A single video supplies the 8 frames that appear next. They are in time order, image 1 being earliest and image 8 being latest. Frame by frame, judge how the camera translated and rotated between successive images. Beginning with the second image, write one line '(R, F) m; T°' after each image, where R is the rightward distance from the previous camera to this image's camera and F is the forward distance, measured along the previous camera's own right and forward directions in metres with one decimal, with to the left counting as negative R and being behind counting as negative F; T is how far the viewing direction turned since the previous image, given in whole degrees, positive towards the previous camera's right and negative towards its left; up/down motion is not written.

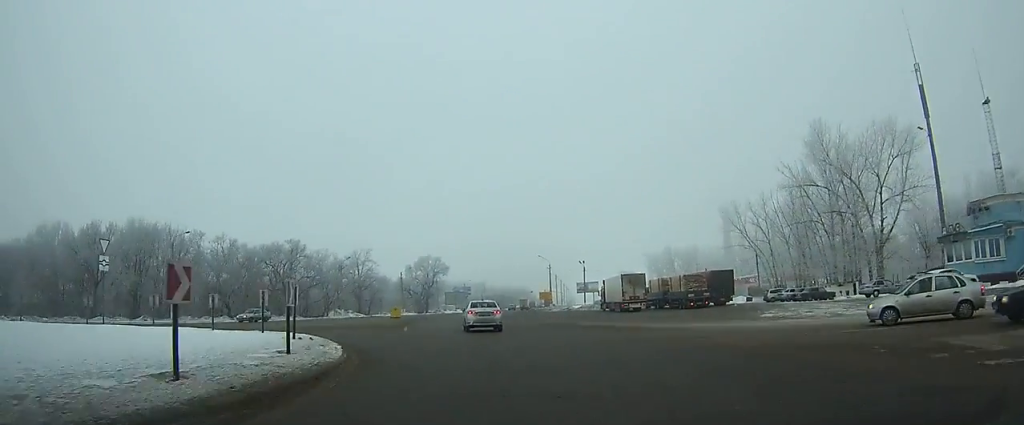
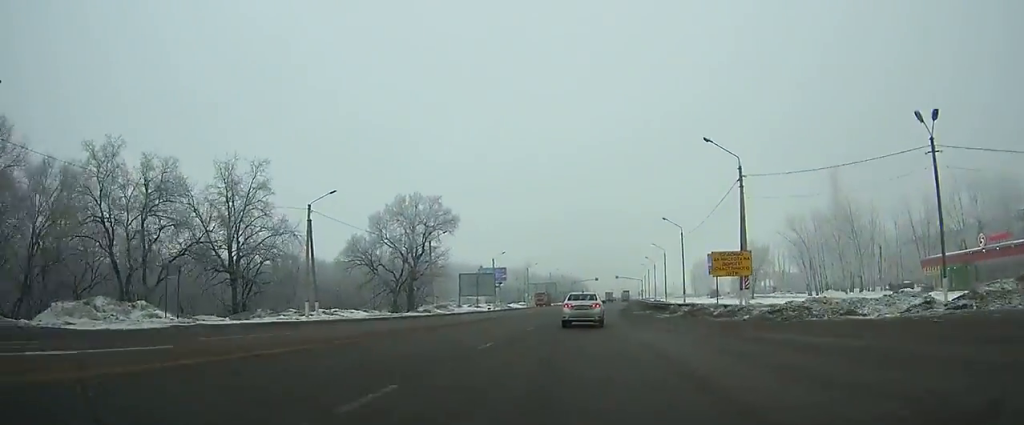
(-1.9, +80.4) m; +4°
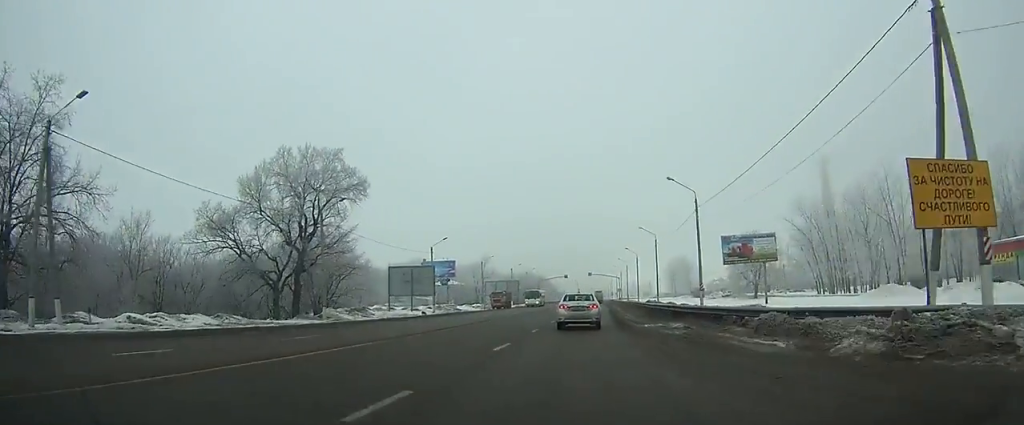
(+0.6, +24.3) m; +2°
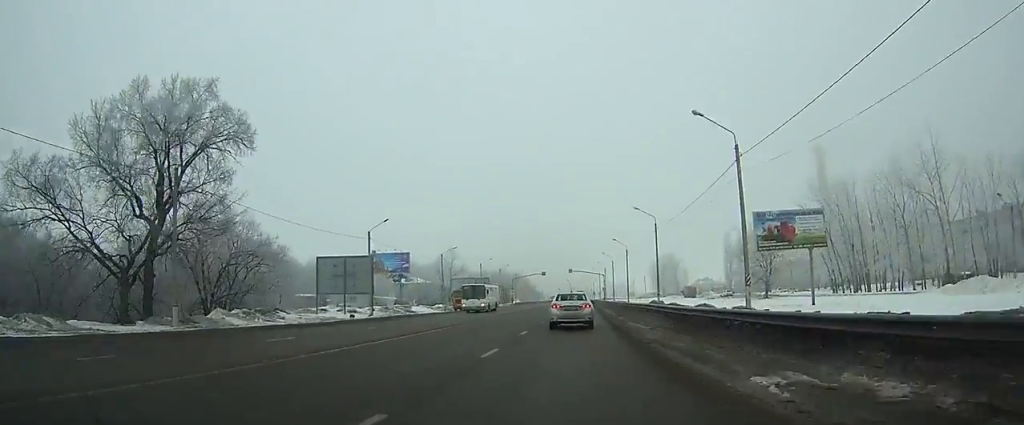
(+0.3, +17.7) m; +1°
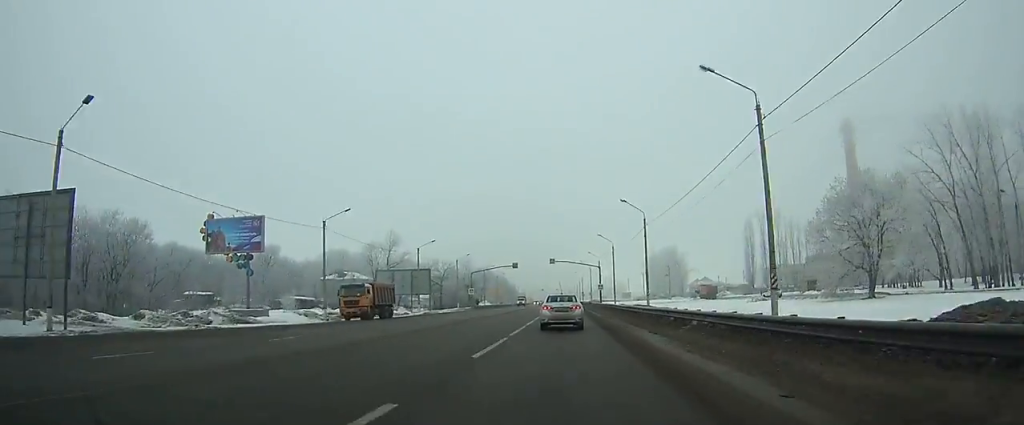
(+0.9, +40.0) m; +2°
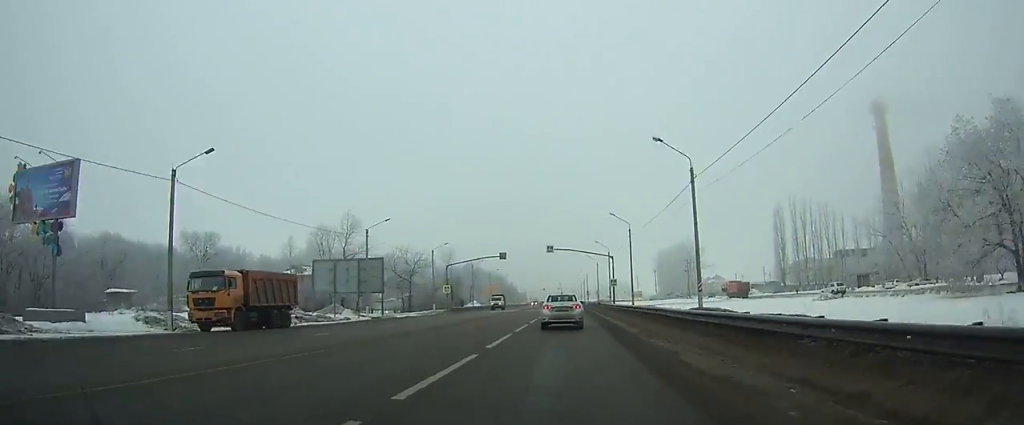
(+0.1, +21.5) m; 0°
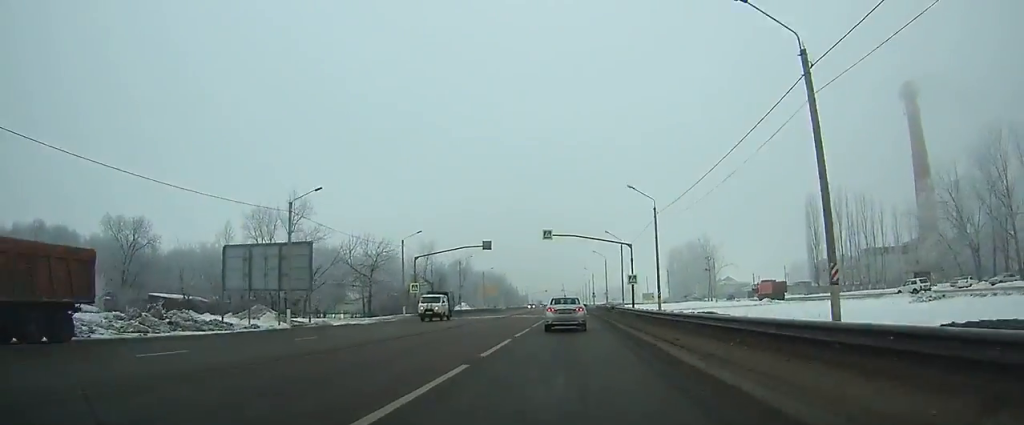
(0.0, +18.2) m; 0°
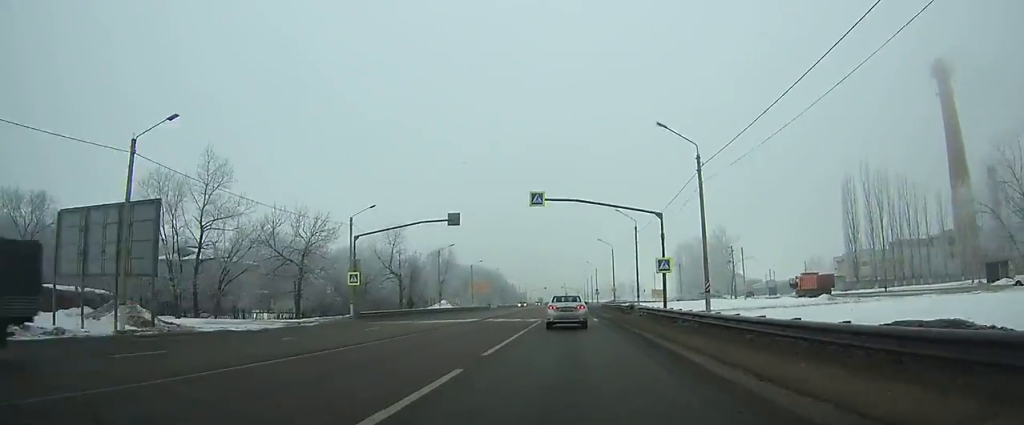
(0.0, +17.6) m; 0°
